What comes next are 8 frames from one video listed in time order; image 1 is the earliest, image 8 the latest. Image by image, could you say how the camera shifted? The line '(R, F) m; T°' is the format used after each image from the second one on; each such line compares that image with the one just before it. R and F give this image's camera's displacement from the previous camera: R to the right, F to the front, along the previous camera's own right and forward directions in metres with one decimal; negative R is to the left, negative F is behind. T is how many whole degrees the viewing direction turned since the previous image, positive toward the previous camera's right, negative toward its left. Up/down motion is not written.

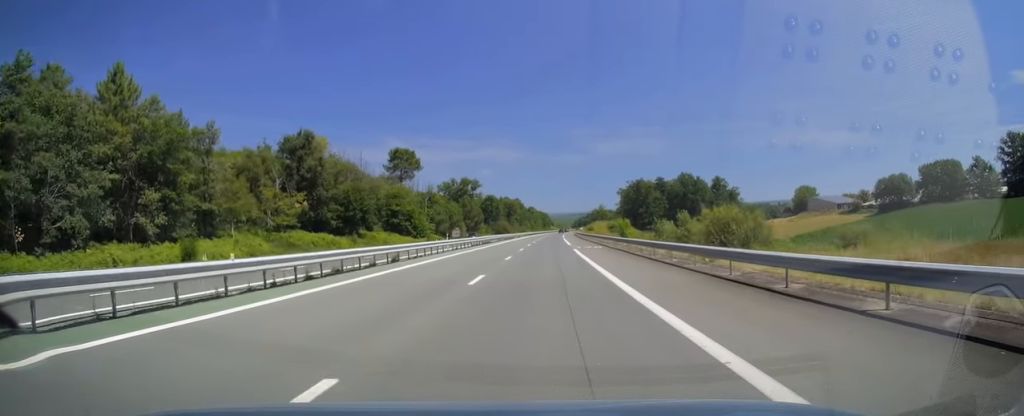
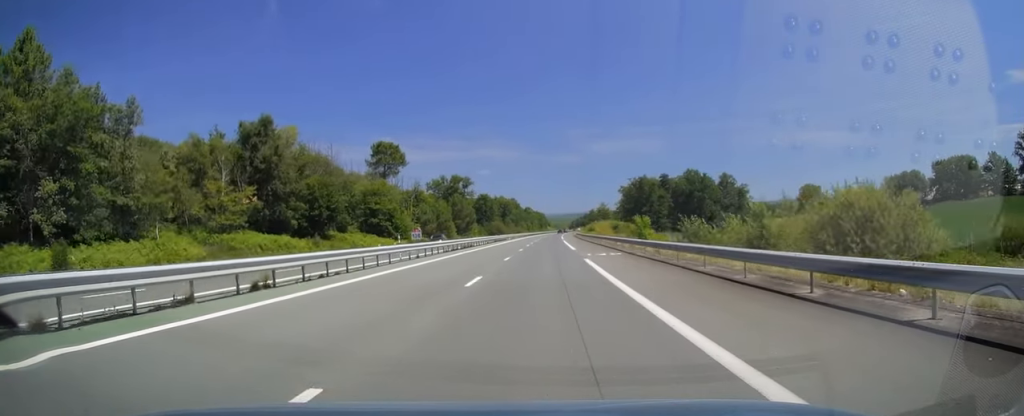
(0.0, +13.4) m; 0°
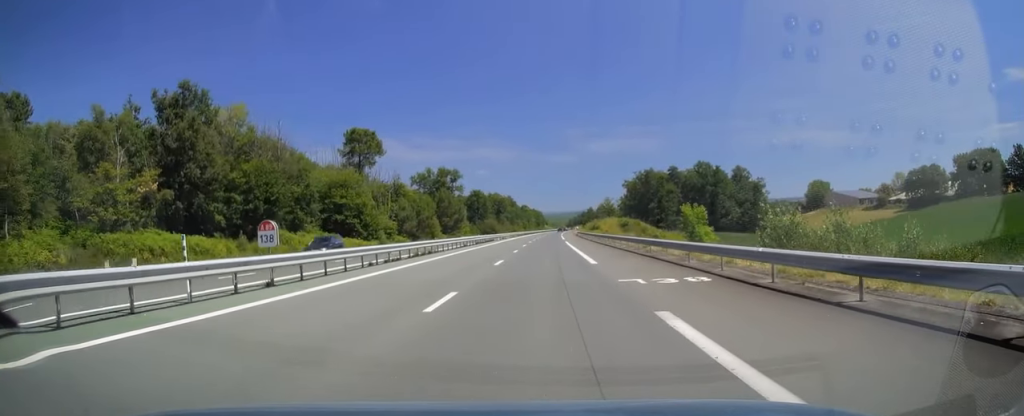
(0.0, +18.0) m; 0°
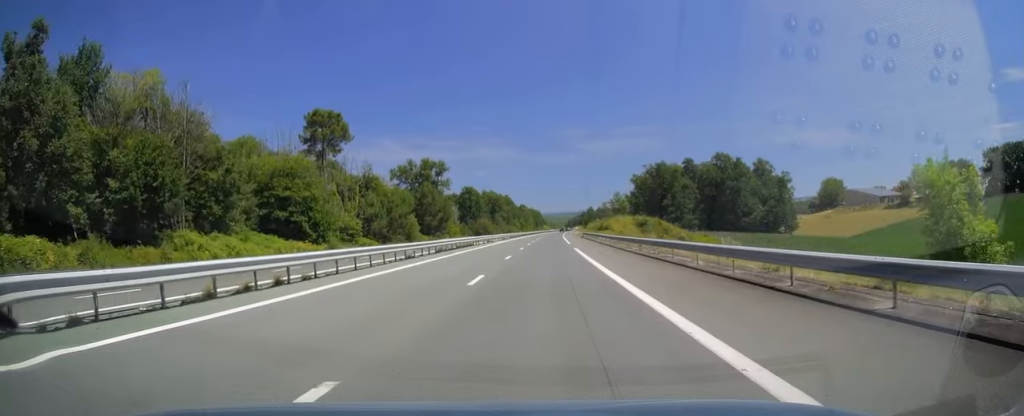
(+0.1, +21.1) m; 0°
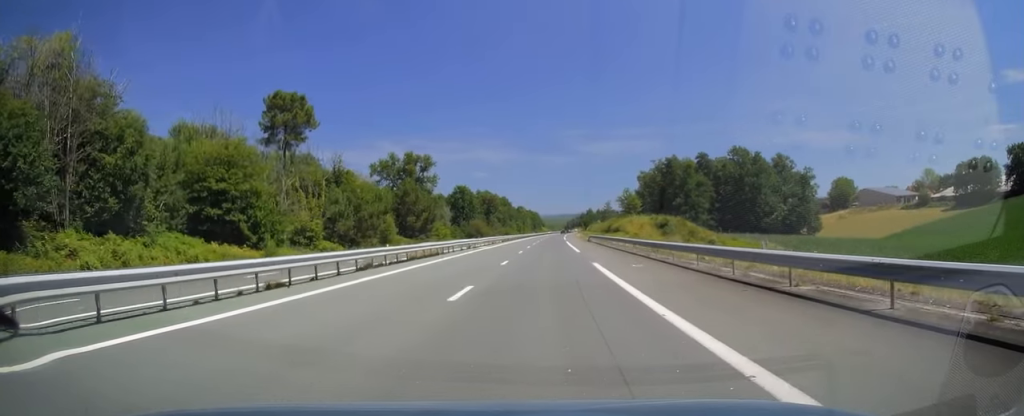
(0.0, +15.9) m; 0°
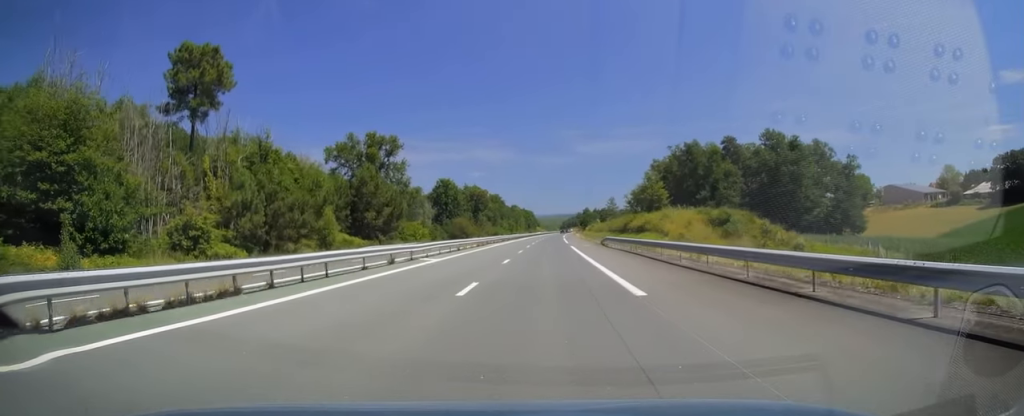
(0.0, +25.2) m; +1°
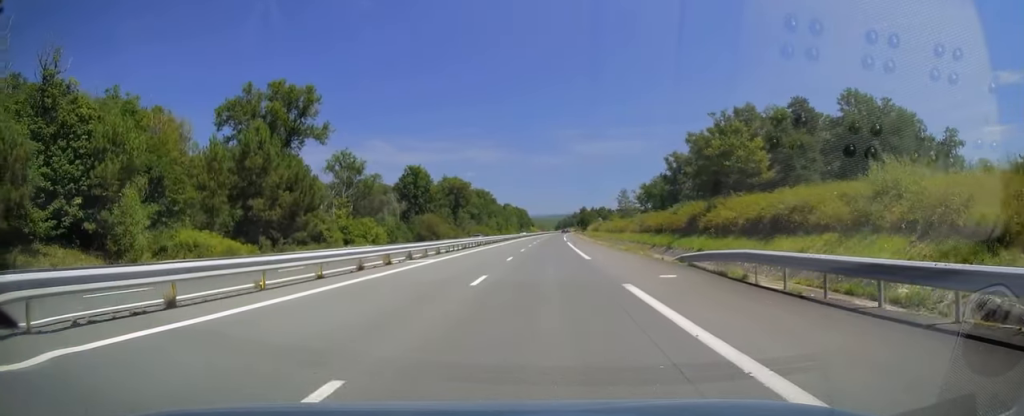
(+0.4, +36.5) m; 0°
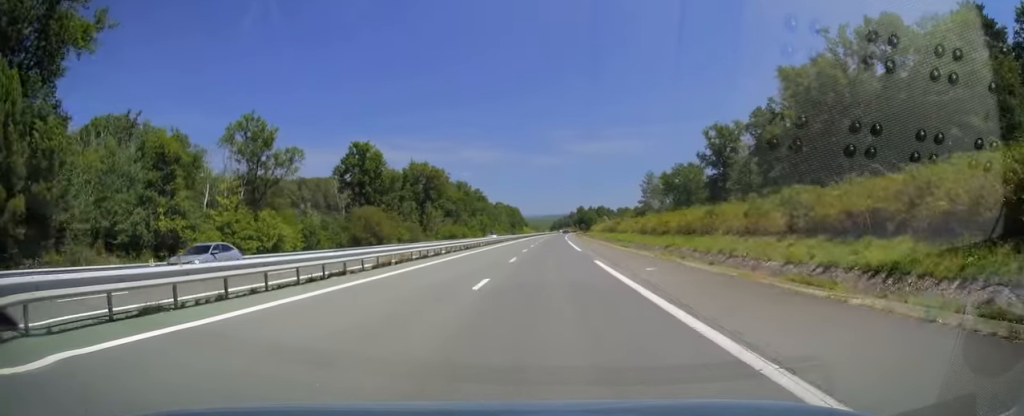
(-0.1, +40.1) m; +1°
